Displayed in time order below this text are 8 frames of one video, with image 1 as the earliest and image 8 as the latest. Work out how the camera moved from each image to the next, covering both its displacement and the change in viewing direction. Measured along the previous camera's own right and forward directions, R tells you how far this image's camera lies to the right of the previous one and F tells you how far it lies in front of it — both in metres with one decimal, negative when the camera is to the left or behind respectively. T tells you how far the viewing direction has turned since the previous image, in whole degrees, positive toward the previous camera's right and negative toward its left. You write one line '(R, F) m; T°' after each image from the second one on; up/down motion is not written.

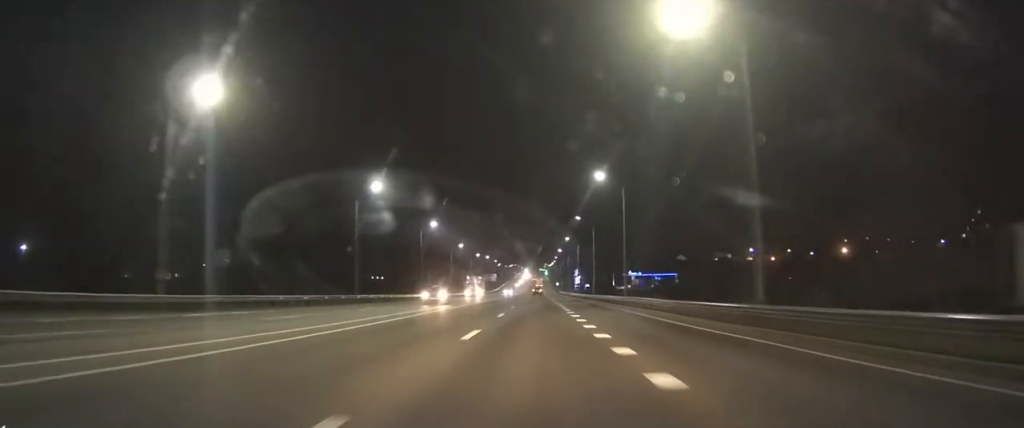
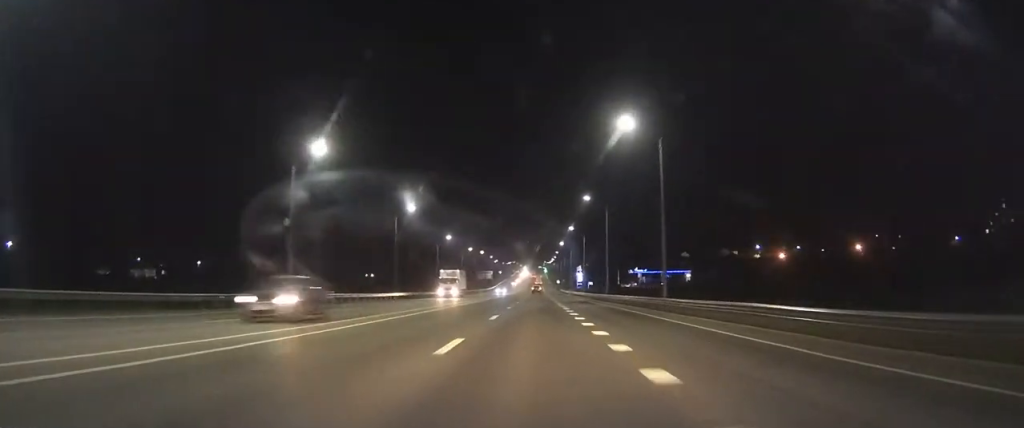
(0.0, +15.5) m; 0°
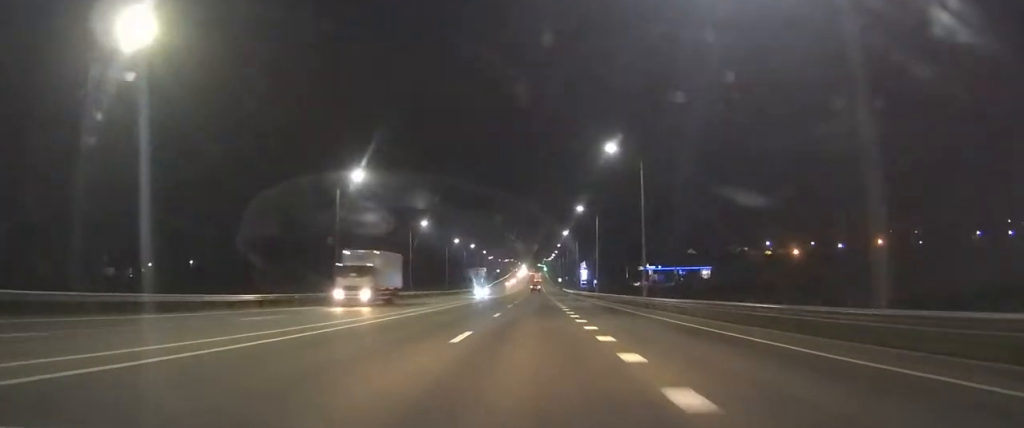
(0.0, +21.9) m; 0°
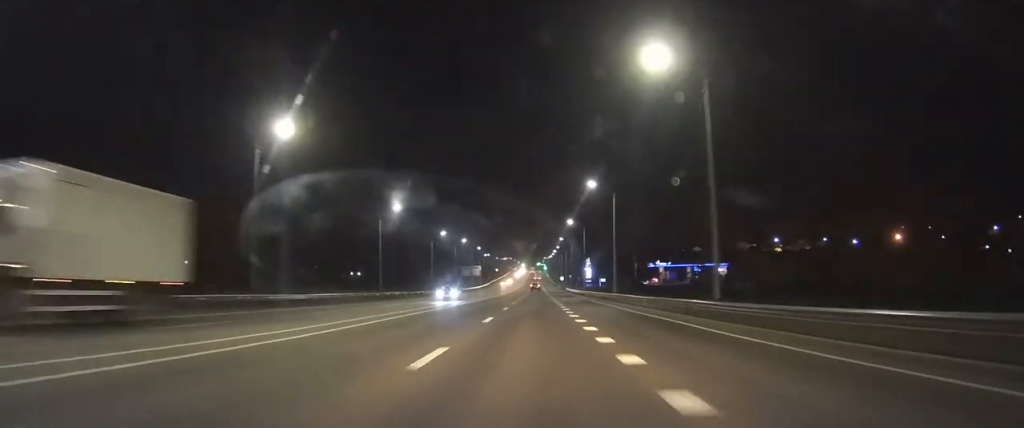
(0.0, +16.2) m; 0°
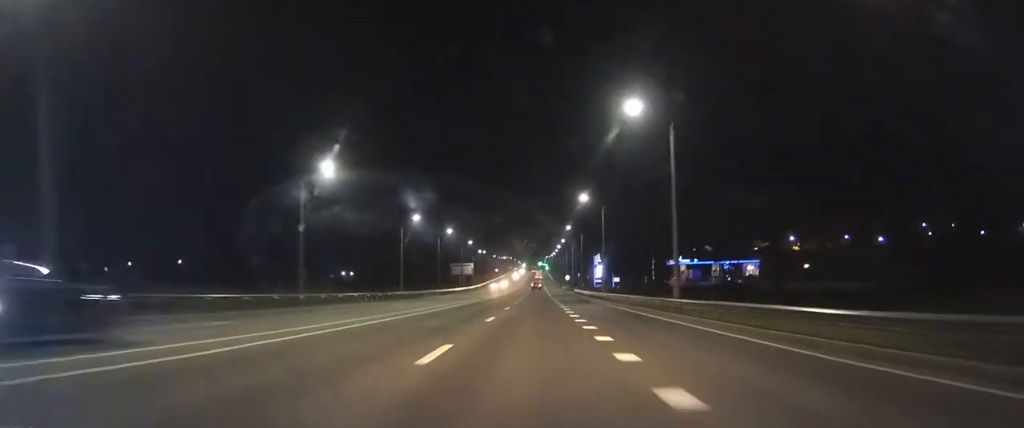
(0.0, +23.8) m; 0°
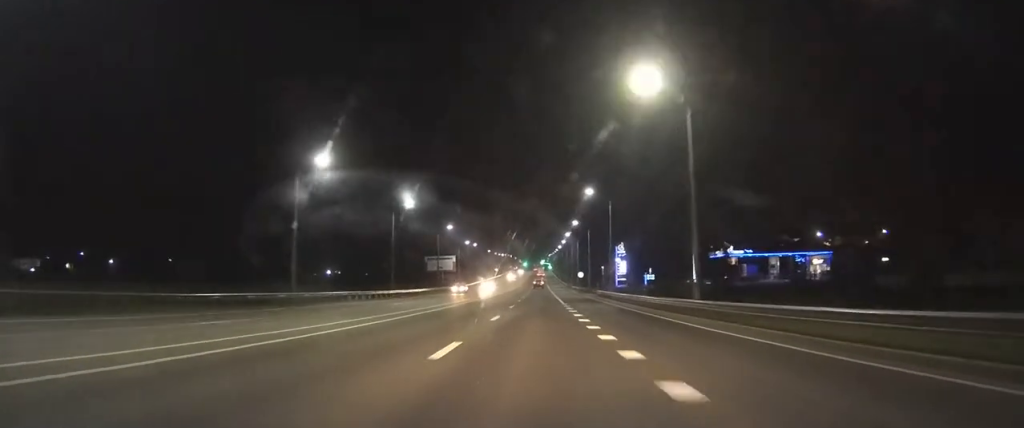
(-0.1, +36.0) m; -1°
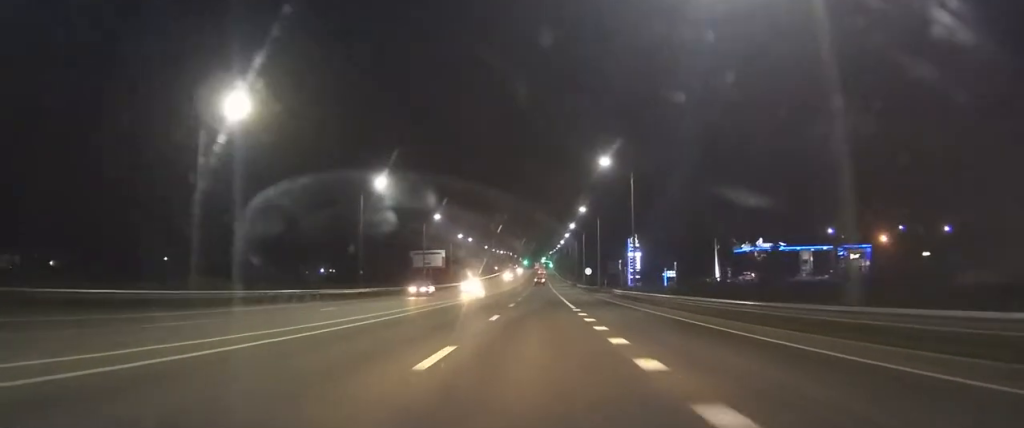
(-0.1, +13.6) m; 0°
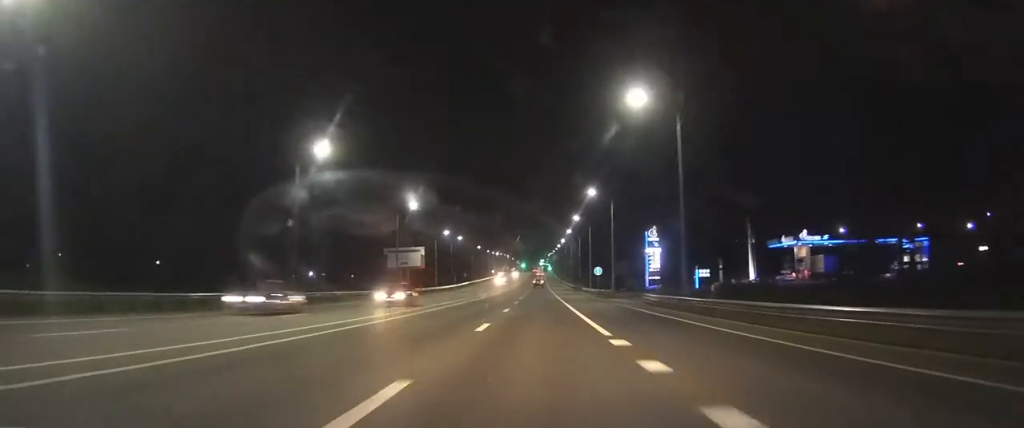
(-0.1, +16.3) m; 0°
